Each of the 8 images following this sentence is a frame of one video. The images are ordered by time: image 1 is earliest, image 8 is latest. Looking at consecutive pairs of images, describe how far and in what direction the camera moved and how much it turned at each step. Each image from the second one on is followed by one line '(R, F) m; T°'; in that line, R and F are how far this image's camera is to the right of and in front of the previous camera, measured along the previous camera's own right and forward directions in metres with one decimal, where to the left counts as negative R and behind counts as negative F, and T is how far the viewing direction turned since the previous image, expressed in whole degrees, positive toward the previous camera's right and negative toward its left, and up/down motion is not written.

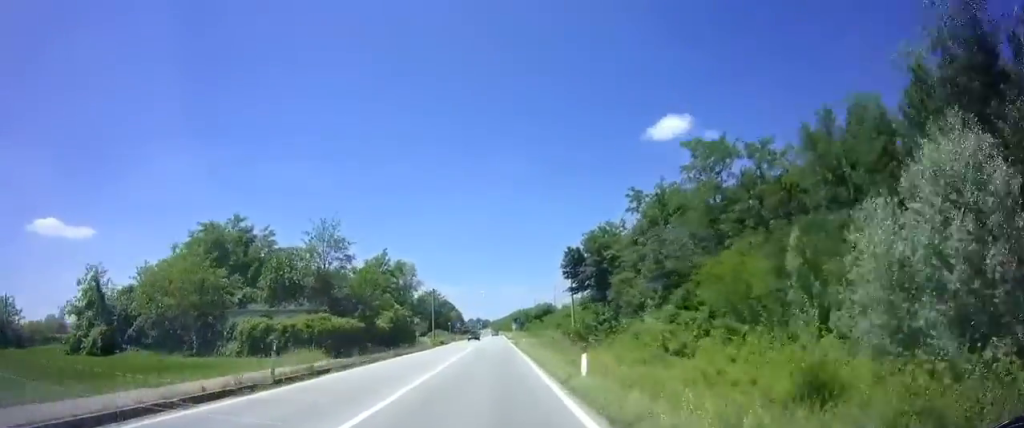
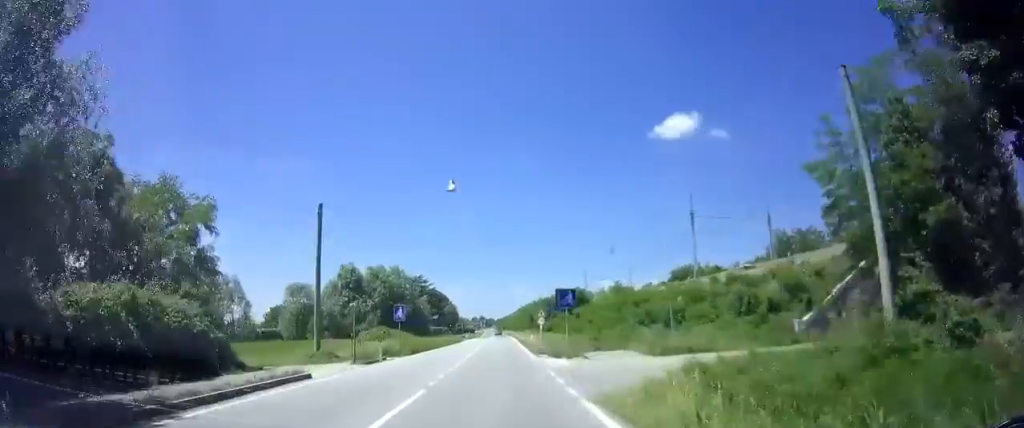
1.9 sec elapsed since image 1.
(-0.2, +49.3) m; 0°
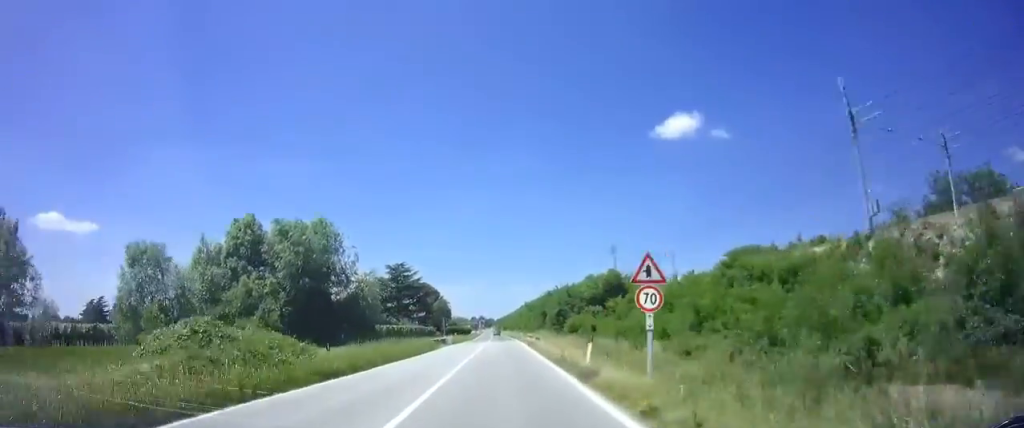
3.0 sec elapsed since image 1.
(+0.1, +28.0) m; 0°
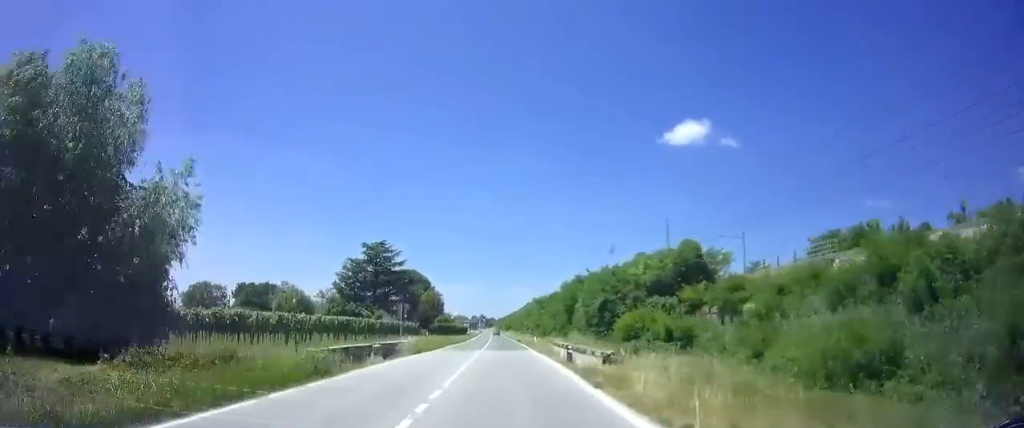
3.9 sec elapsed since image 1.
(-0.3, +24.7) m; 0°
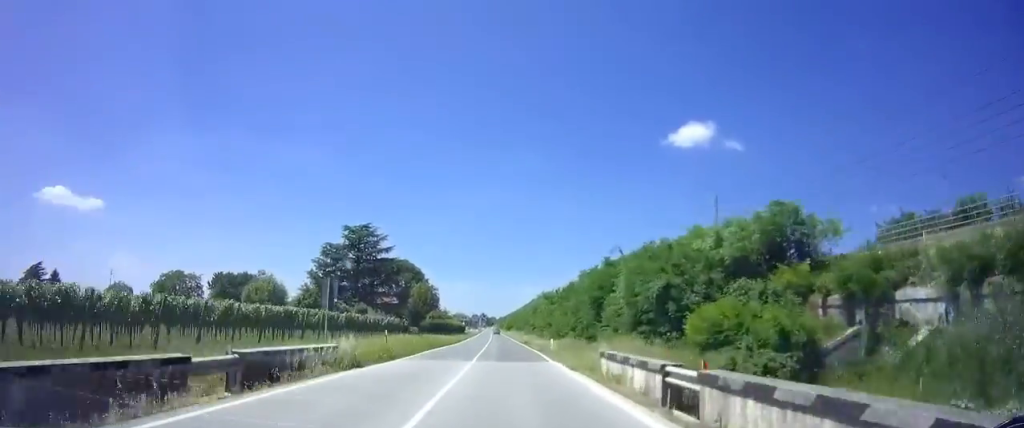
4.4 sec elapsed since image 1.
(0.0, +14.2) m; 0°
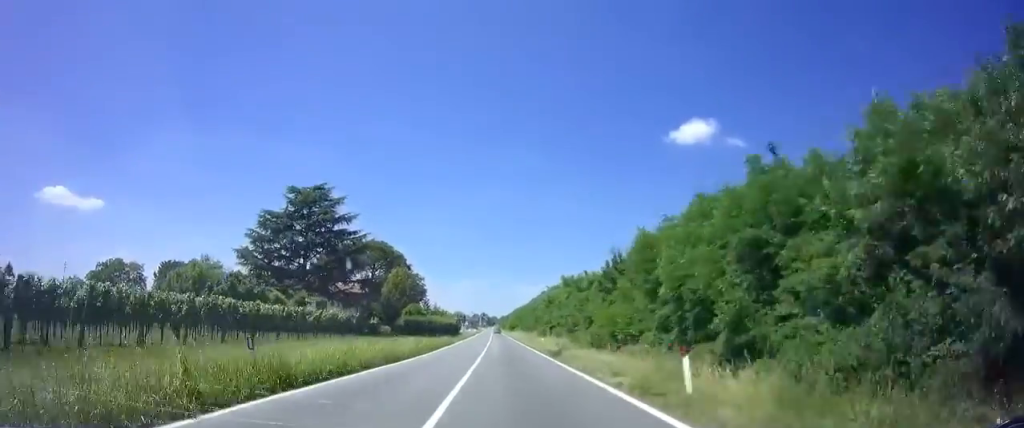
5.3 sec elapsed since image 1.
(+0.3, +24.1) m; +1°
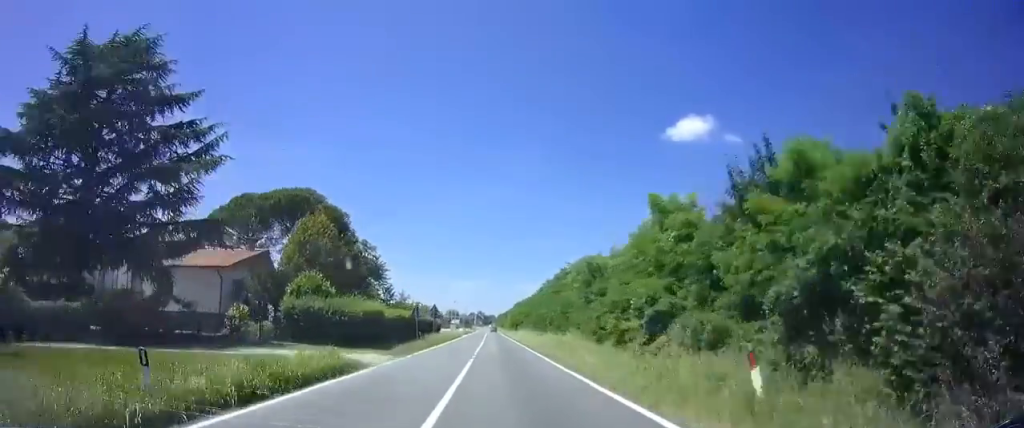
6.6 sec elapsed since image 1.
(0.0, +34.0) m; 0°
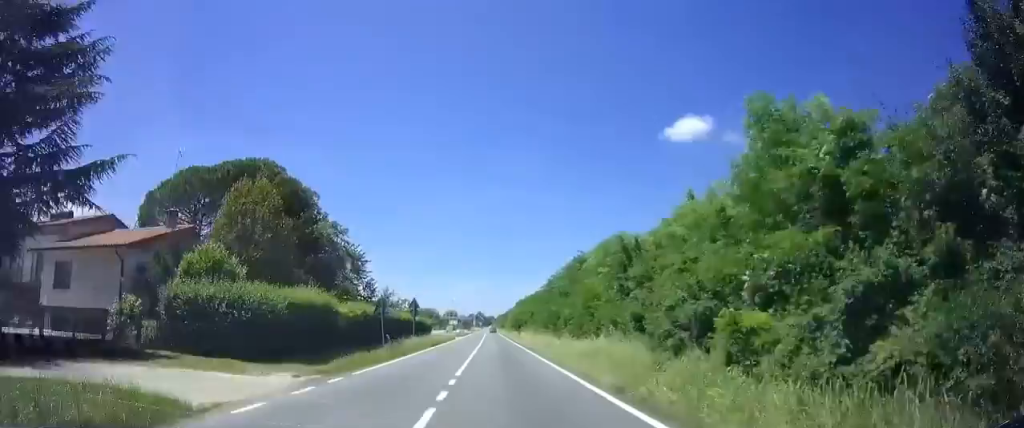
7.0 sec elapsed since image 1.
(+0.1, +10.7) m; 0°
